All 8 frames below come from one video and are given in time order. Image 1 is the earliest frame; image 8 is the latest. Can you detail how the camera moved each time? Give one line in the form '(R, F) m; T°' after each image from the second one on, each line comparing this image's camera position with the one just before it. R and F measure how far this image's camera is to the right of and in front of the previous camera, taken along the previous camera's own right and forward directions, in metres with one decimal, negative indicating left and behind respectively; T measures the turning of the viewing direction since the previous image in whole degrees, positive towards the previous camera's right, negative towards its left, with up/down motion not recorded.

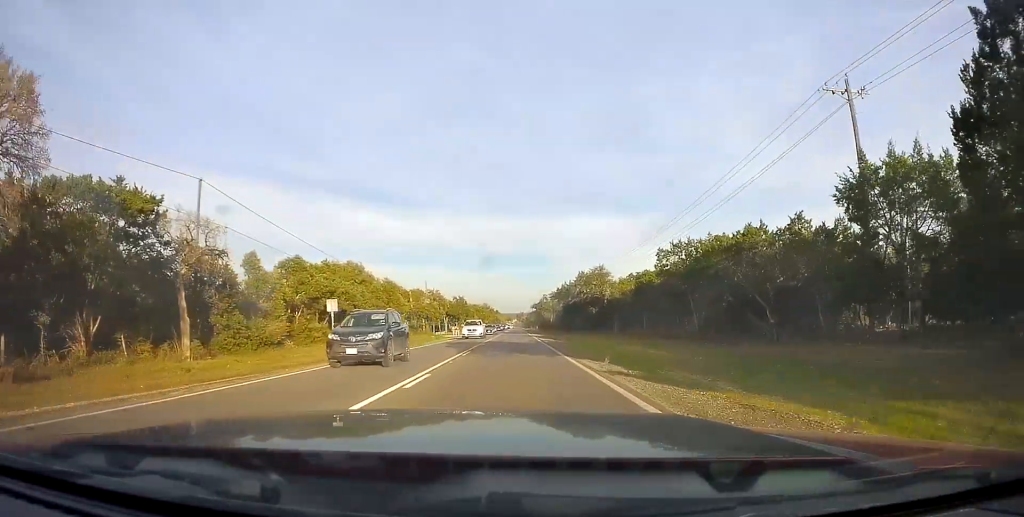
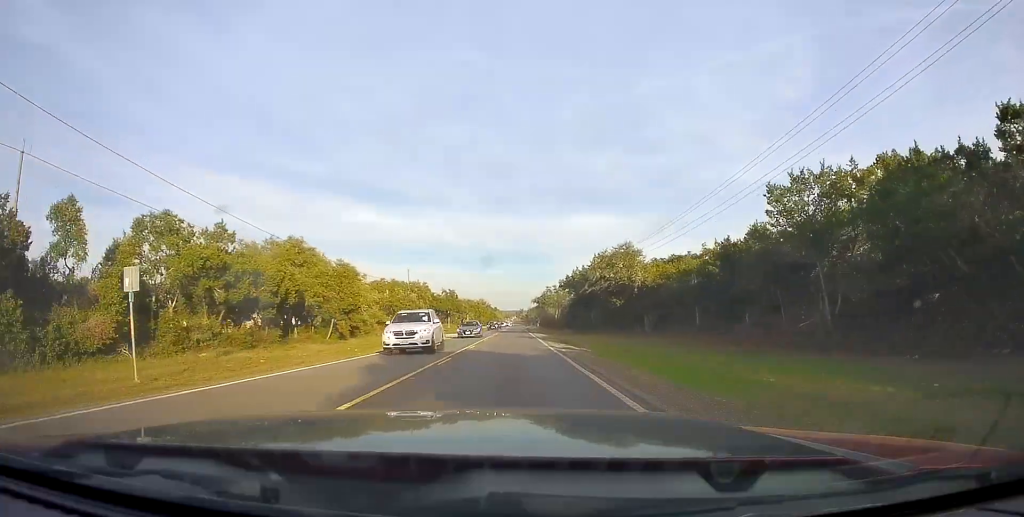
(0.0, +17.7) m; 0°
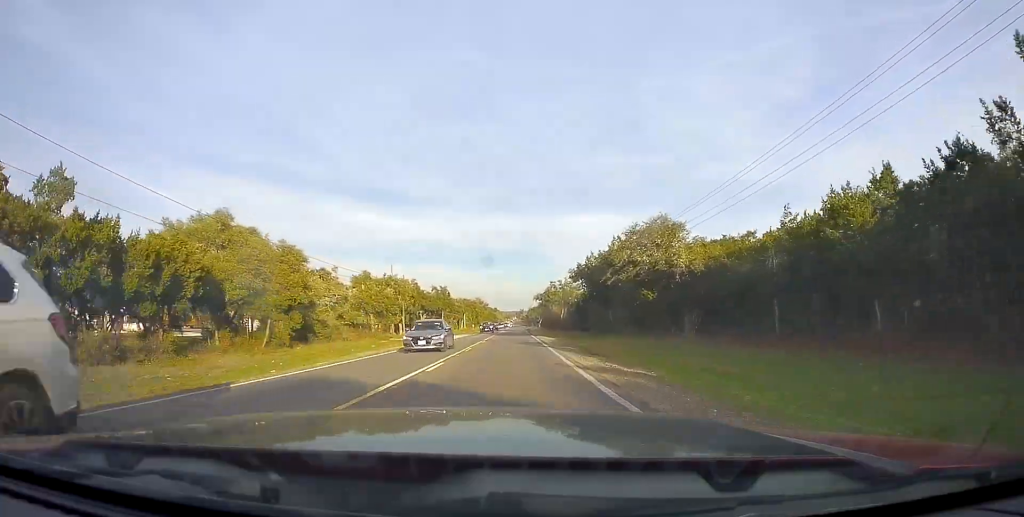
(0.0, +13.0) m; 0°
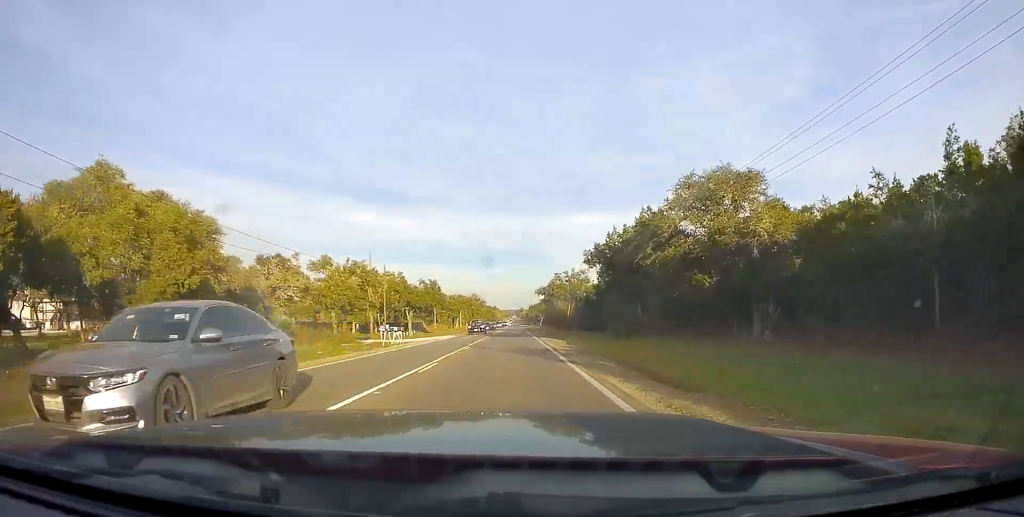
(0.0, +12.2) m; -1°
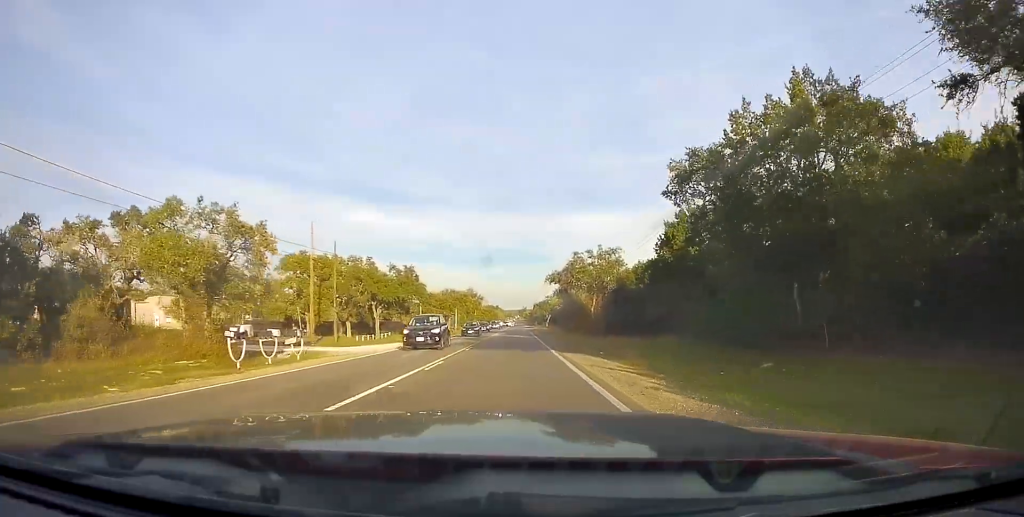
(-0.2, +22.3) m; 0°
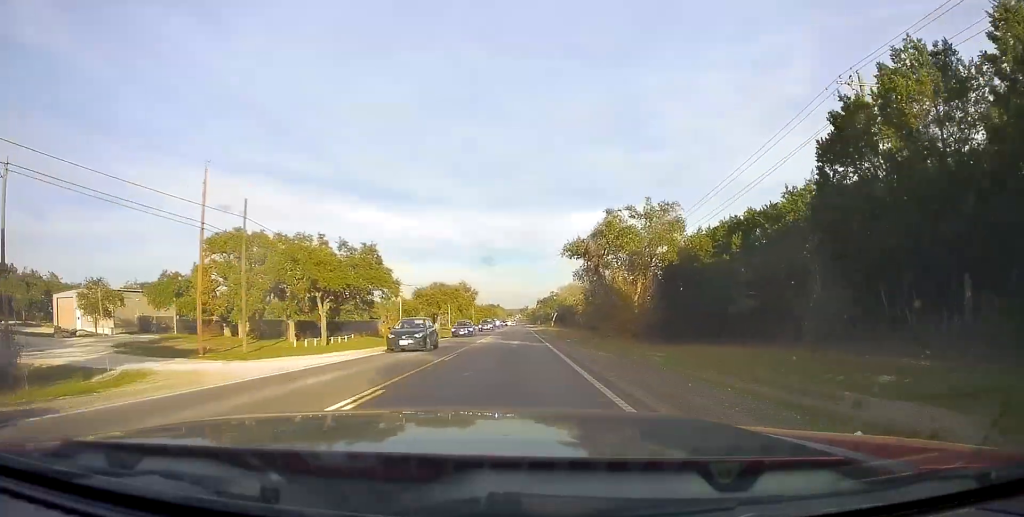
(-0.2, +19.4) m; 0°
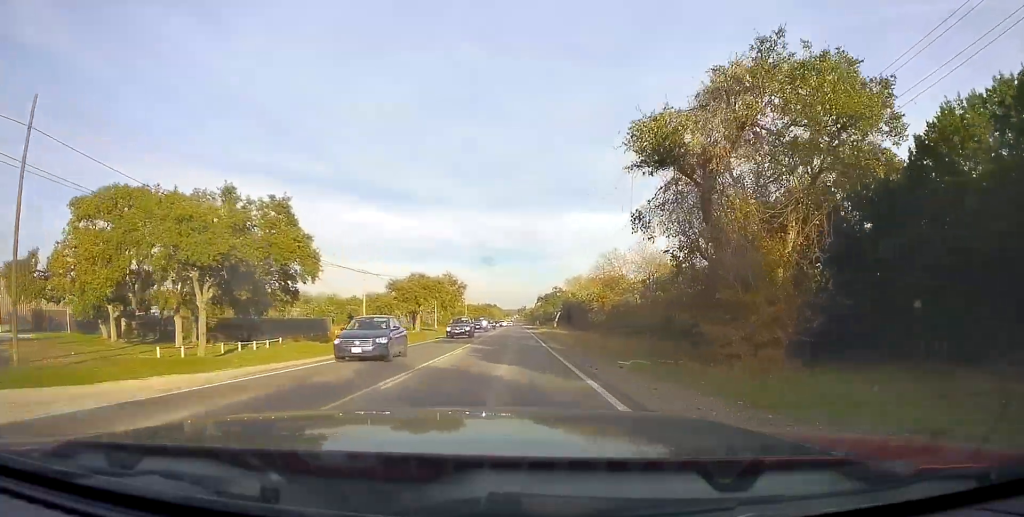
(+0.3, +19.5) m; +1°
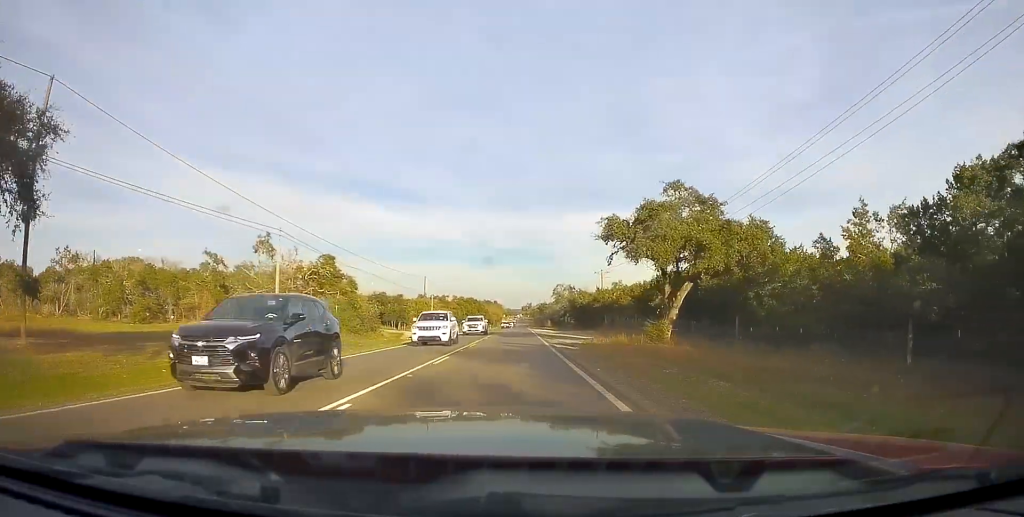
(-1.8, +86.0) m; 0°
